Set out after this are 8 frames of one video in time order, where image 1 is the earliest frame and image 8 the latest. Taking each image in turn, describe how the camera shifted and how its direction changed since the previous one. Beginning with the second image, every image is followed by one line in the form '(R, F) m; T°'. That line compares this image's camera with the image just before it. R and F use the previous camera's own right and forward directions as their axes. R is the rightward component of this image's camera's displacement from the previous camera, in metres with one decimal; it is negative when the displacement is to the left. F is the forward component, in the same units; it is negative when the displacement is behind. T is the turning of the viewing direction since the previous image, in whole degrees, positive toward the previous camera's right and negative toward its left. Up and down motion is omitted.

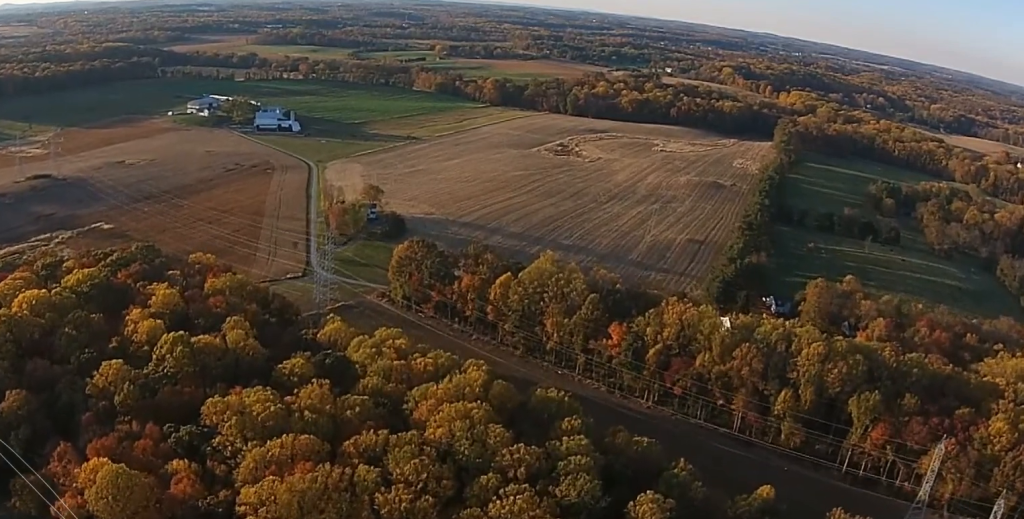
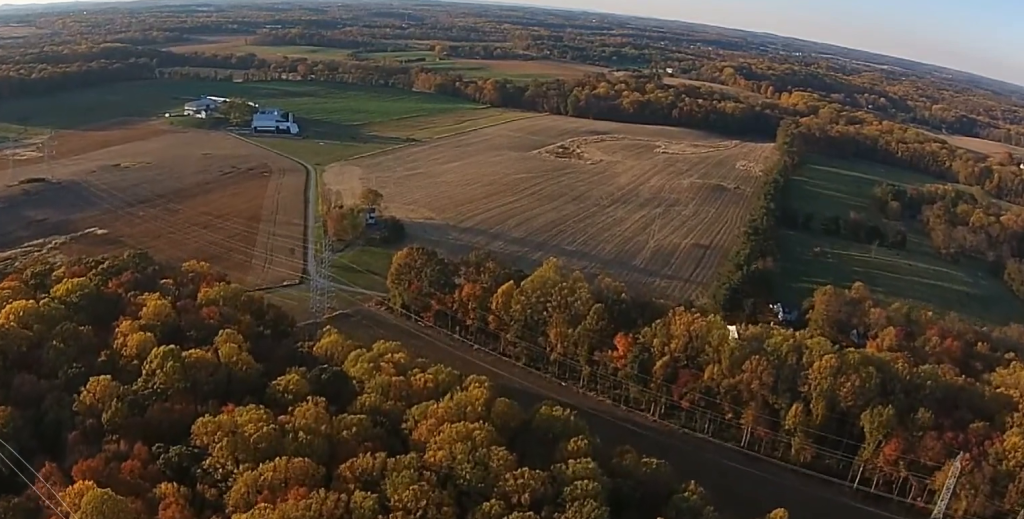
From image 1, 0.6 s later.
(0.0, +10.2) m; 0°
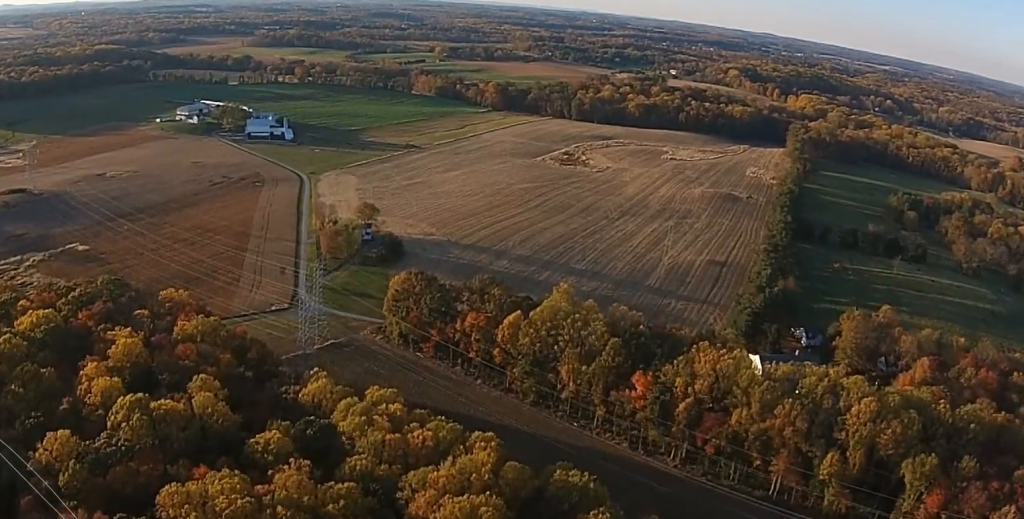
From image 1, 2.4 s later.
(0.0, +30.7) m; 0°
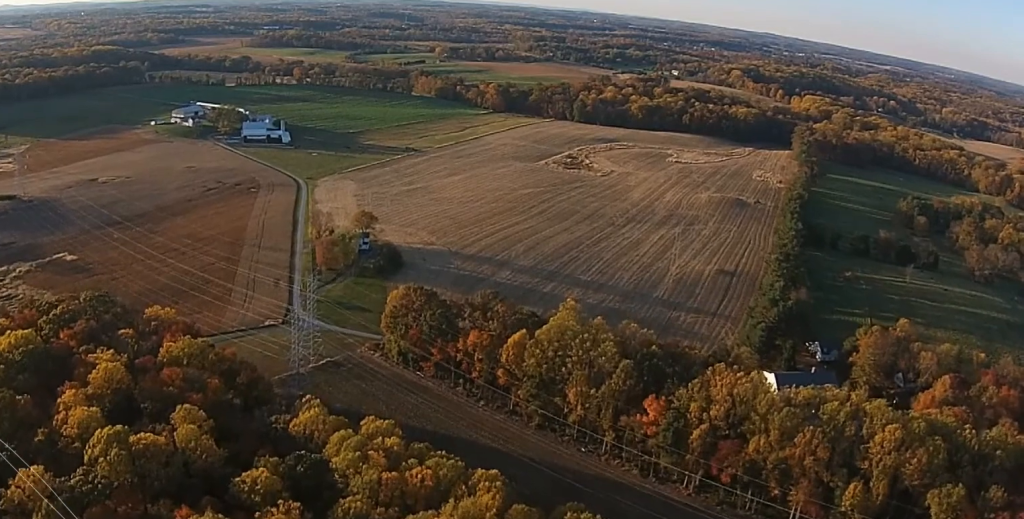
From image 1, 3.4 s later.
(0.0, +17.2) m; 0°
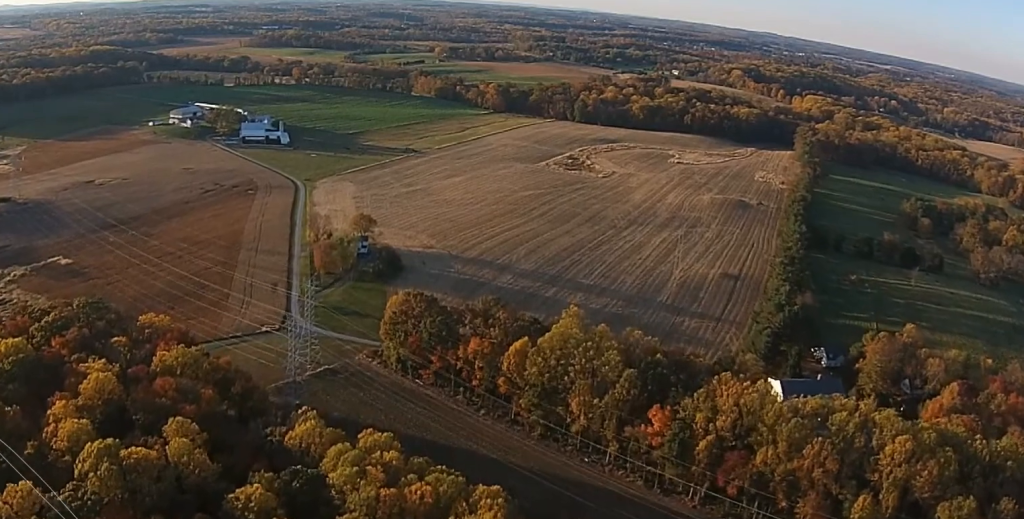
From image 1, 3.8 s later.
(0.0, +6.9) m; 0°
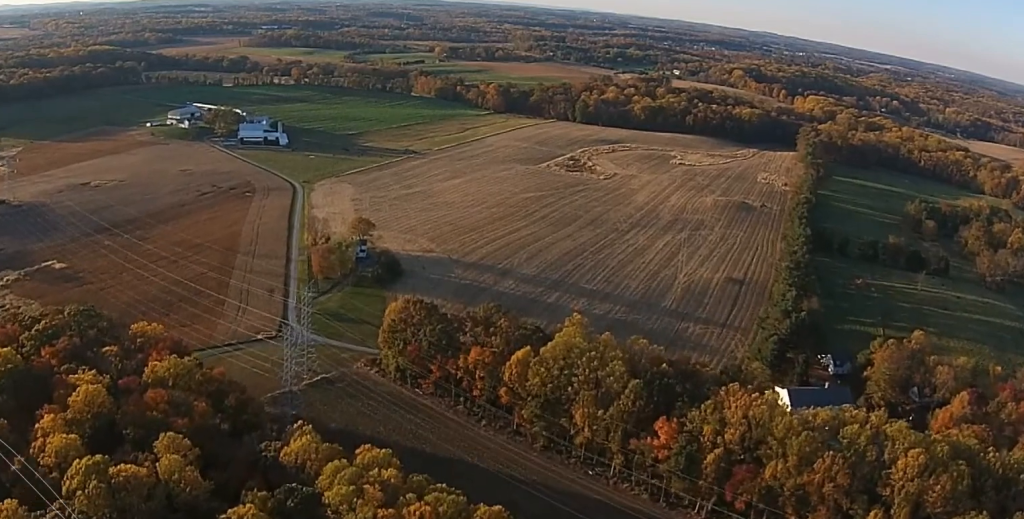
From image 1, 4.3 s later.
(0.0, +8.0) m; 0°
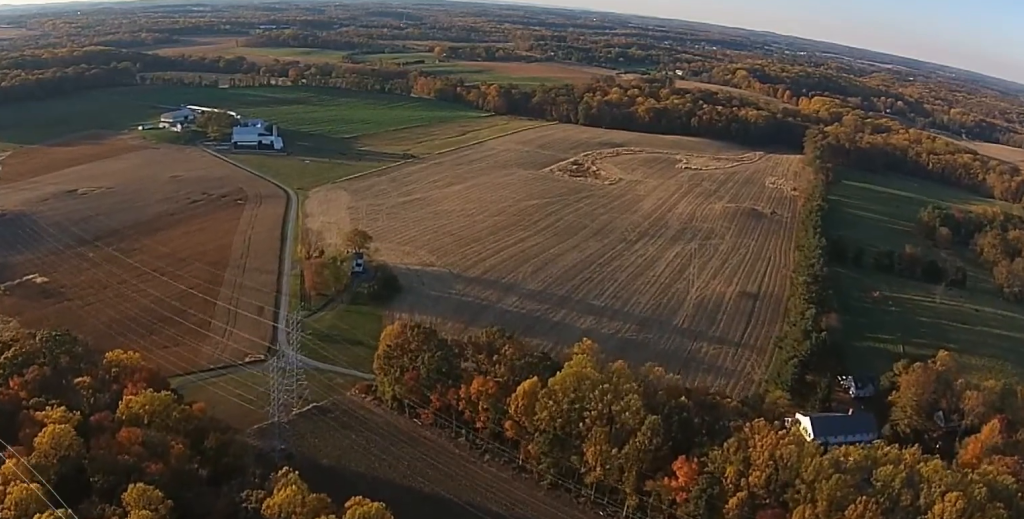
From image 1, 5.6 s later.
(0.0, +23.0) m; 0°
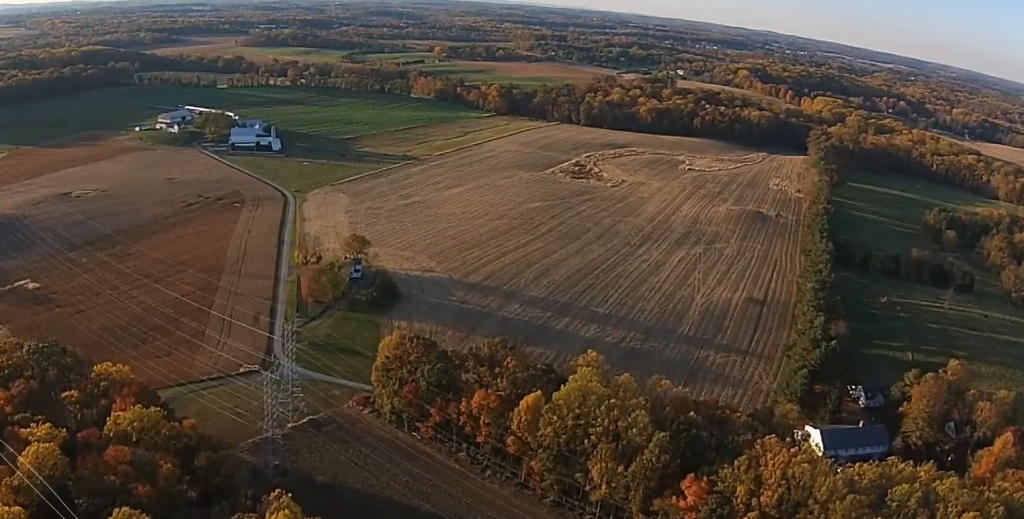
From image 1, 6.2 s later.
(0.0, +9.8) m; 0°
